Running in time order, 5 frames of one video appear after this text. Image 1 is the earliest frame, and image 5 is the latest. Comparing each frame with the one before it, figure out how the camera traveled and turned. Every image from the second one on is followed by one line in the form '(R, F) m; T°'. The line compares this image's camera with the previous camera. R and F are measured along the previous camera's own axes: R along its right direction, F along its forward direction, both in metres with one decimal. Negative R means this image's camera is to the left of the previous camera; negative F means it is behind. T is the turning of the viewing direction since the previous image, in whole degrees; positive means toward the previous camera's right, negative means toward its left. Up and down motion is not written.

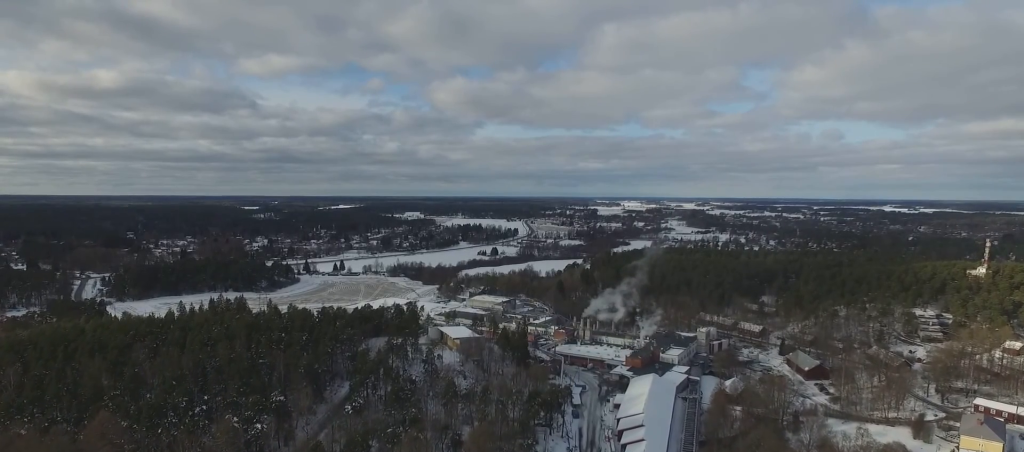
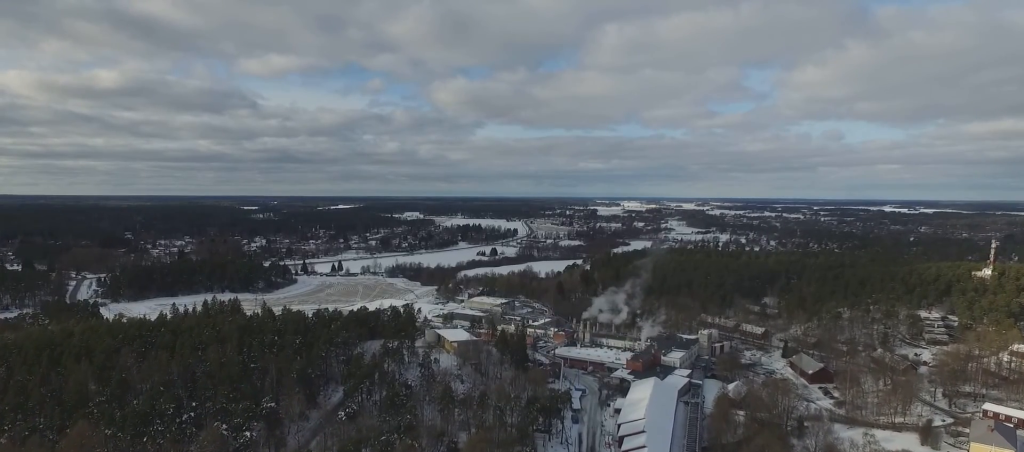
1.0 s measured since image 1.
(0.0, +6.6) m; 0°
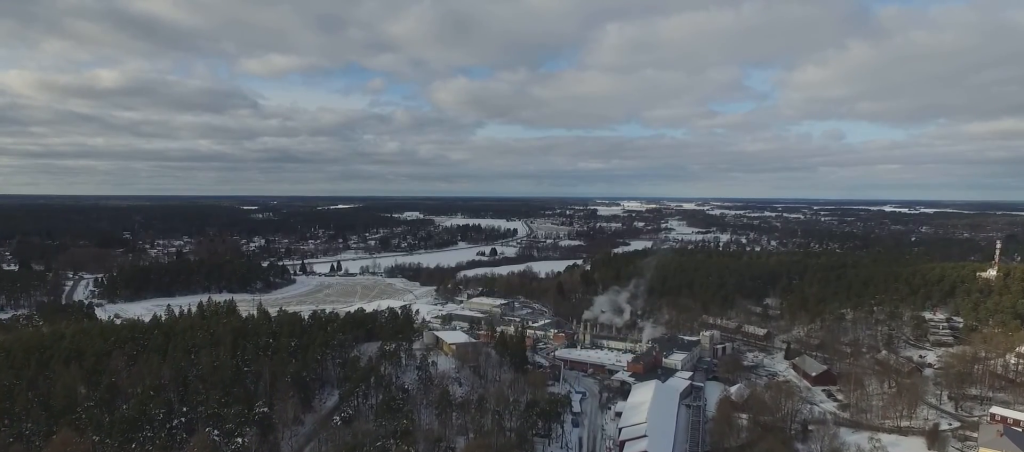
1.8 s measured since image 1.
(0.0, +5.0) m; 0°
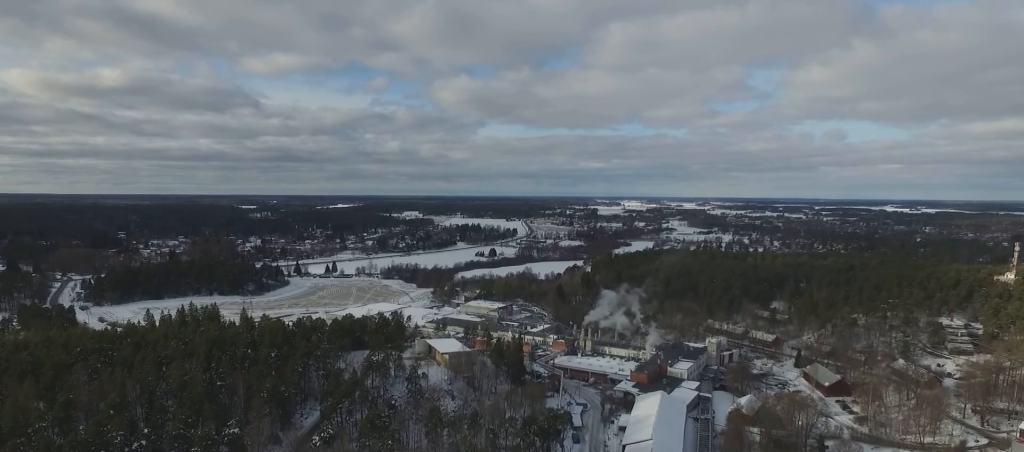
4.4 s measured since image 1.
(-0.2, +18.7) m; -1°
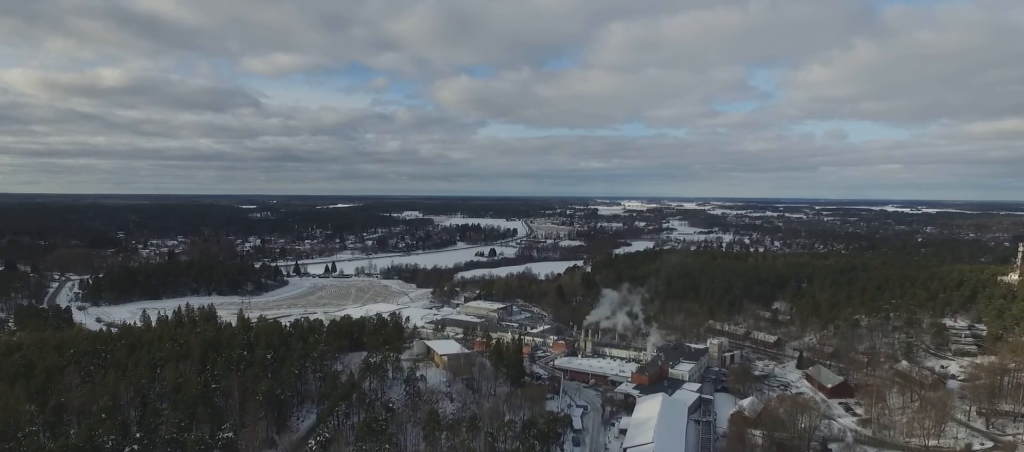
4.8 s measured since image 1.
(0.0, +3.4) m; 0°
